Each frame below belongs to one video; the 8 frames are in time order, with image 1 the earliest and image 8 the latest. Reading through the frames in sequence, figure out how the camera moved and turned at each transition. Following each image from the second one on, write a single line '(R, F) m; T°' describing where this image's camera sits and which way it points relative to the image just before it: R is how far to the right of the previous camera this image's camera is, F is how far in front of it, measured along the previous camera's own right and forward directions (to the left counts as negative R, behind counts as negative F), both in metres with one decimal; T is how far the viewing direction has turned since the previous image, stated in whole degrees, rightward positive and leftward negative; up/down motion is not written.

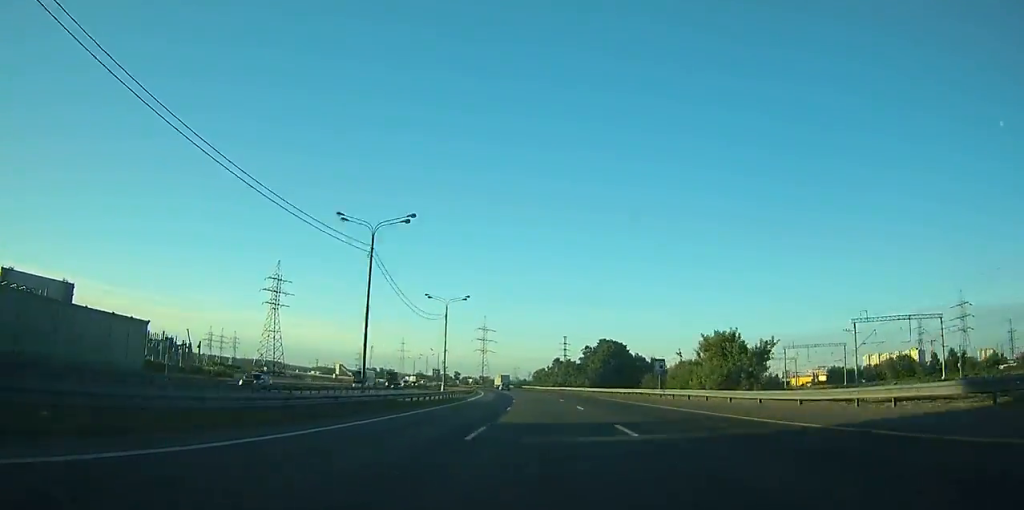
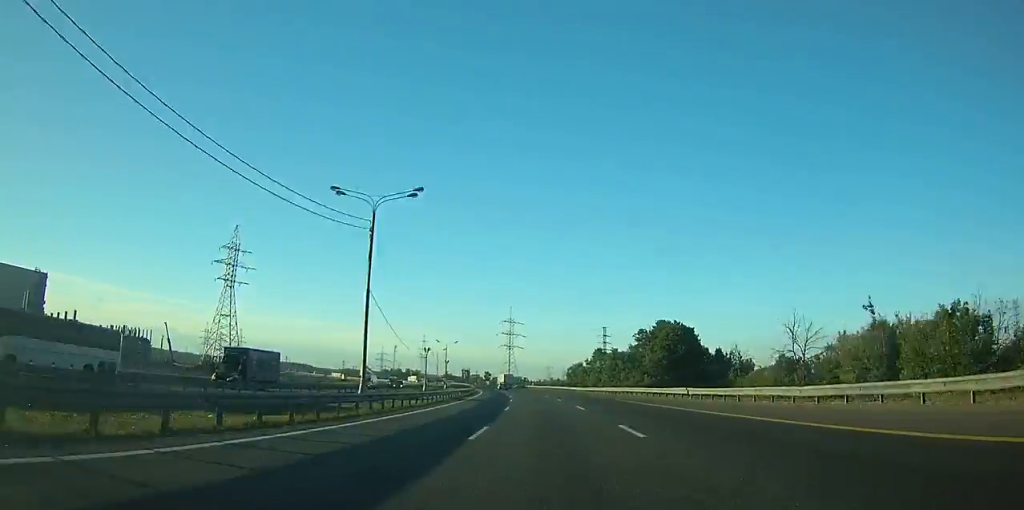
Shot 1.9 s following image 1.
(-2.0, +49.0) m; -4°
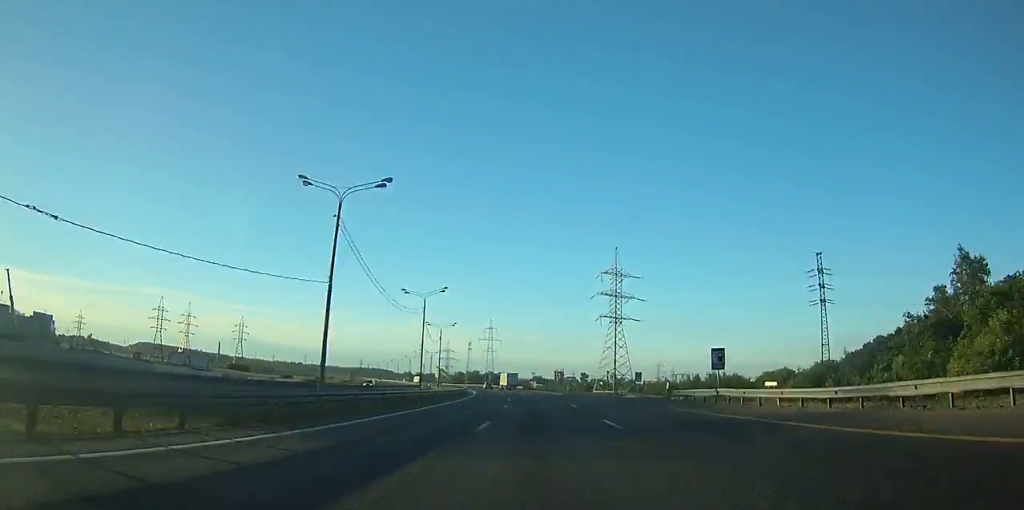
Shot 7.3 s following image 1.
(-13.3, +144.7) m; -11°
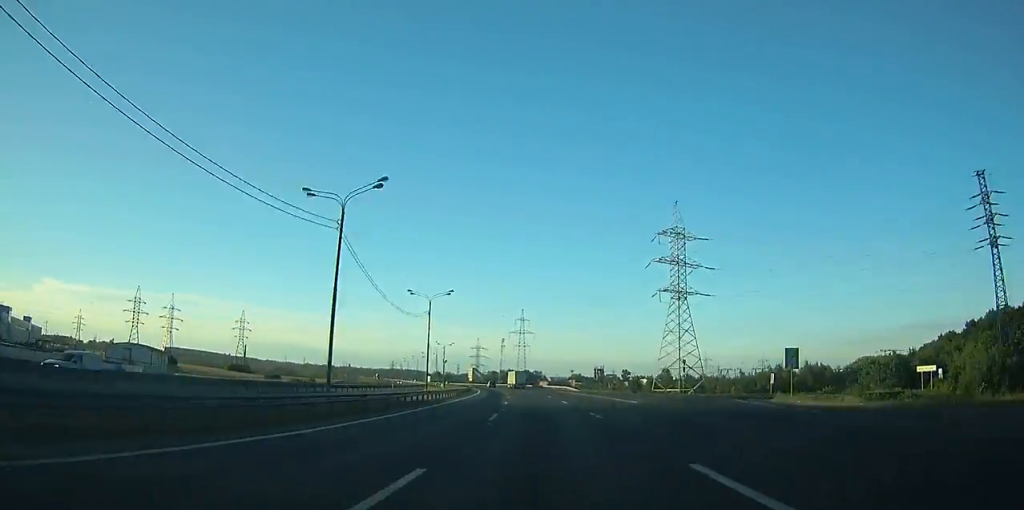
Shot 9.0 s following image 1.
(-1.4, +45.9) m; -3°
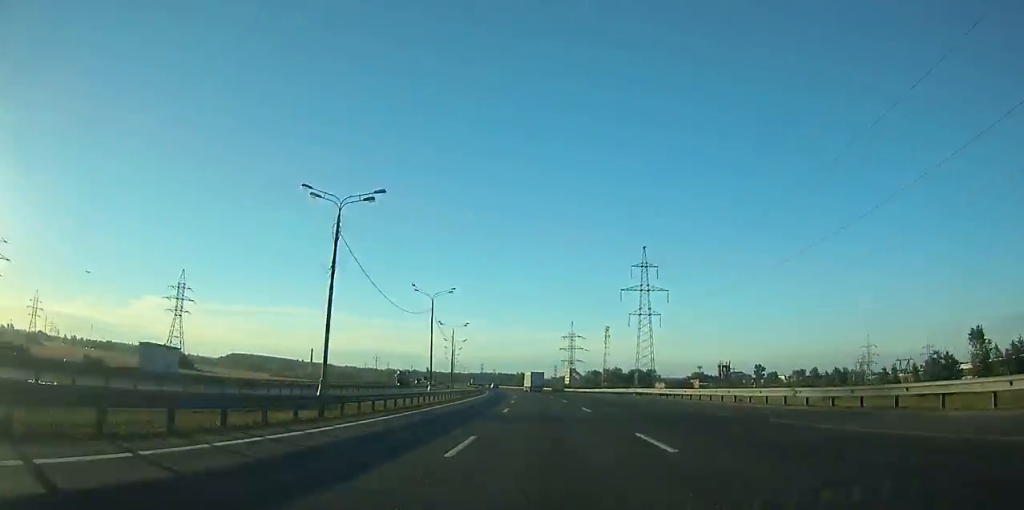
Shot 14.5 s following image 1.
(-13.3, +145.0) m; -10°
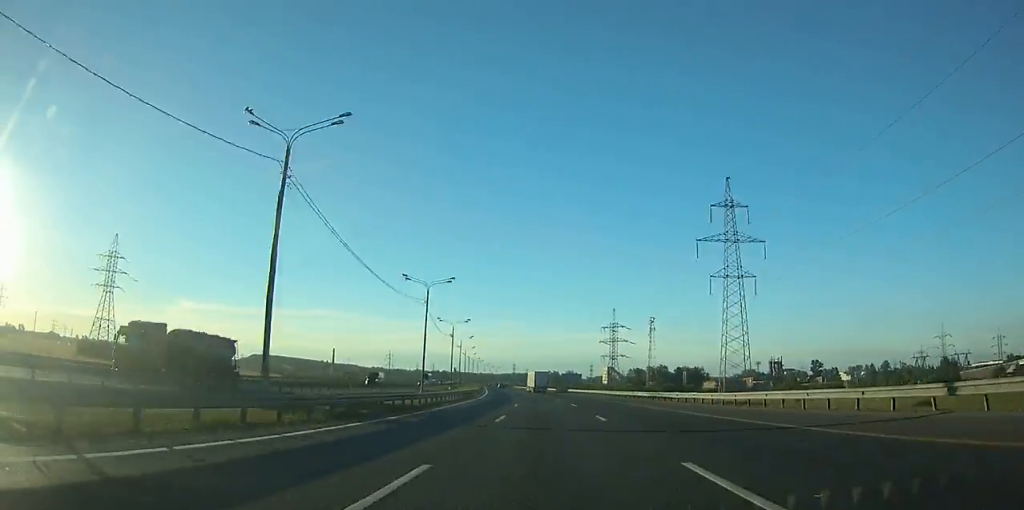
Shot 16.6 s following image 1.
(-1.2, +52.9) m; -3°
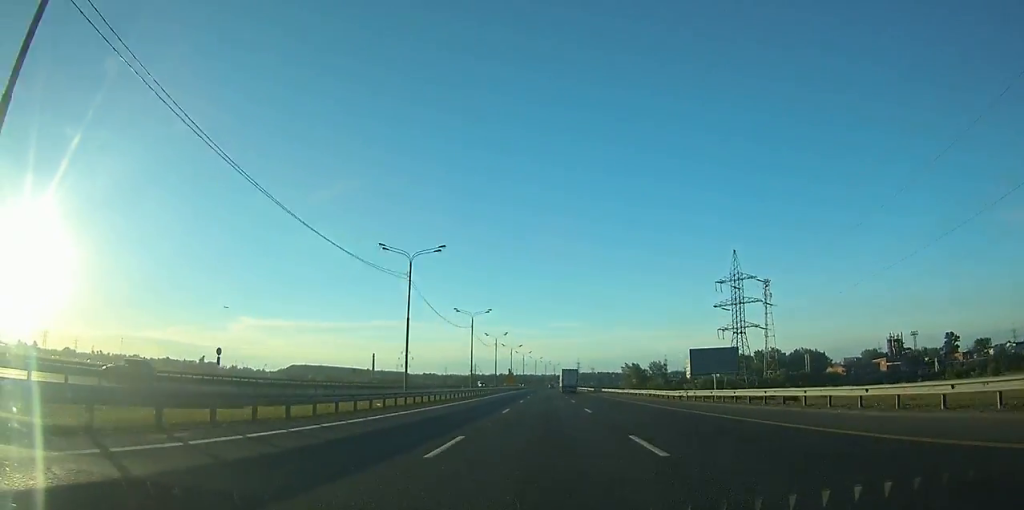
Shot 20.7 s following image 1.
(-5.7, +103.5) m; -5°
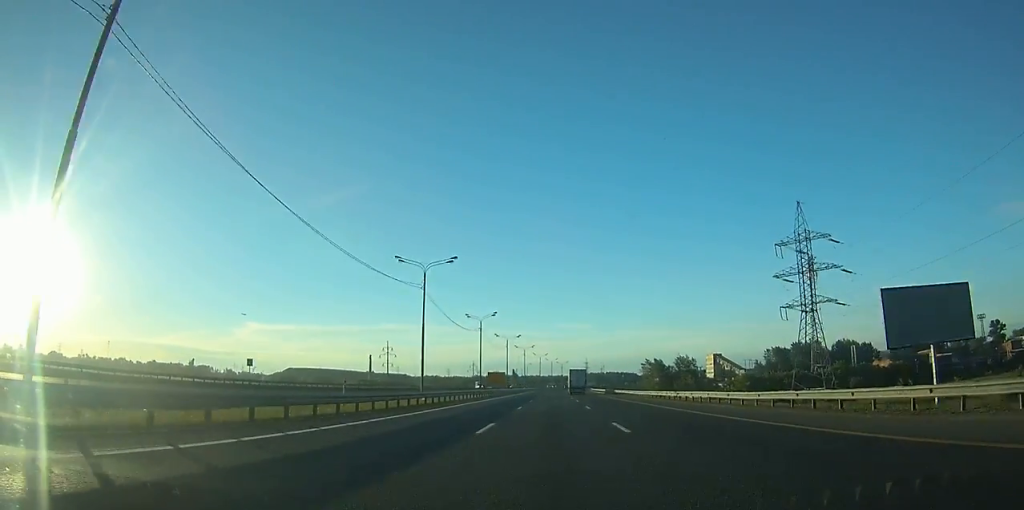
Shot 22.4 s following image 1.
(-0.7, +41.2) m; -1°
